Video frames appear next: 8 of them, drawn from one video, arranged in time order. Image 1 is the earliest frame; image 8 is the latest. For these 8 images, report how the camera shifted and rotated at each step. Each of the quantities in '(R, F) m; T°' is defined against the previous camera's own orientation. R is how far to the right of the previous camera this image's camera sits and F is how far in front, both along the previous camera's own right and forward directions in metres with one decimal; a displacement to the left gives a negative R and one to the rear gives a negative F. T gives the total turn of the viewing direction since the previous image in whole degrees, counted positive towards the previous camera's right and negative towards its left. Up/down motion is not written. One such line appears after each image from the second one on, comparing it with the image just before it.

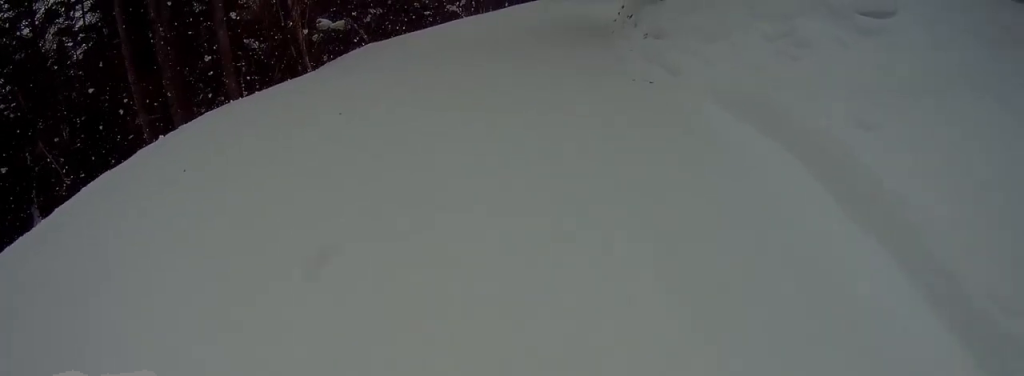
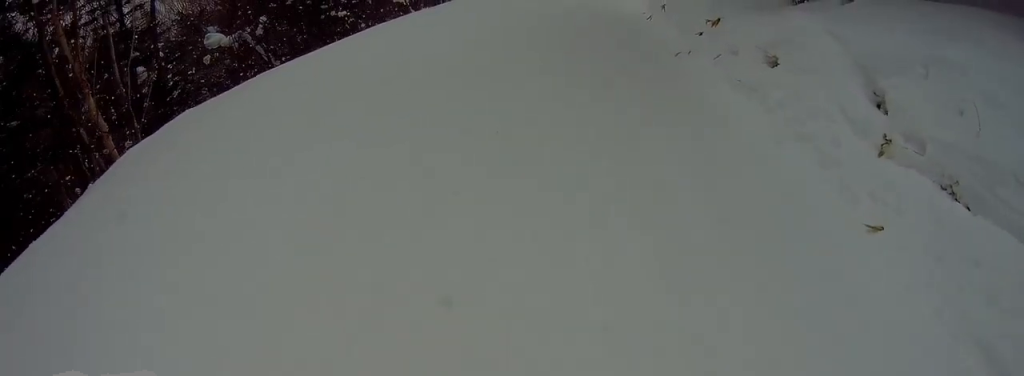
(-1.4, +12.6) m; -7°
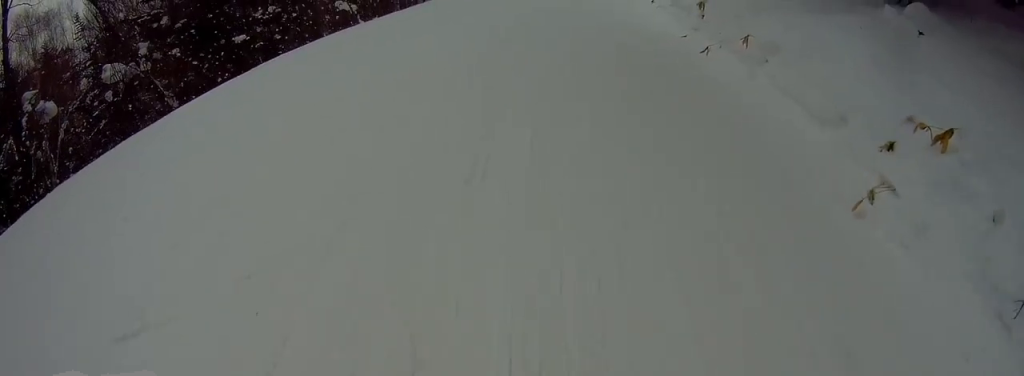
(-0.6, +7.1) m; 0°
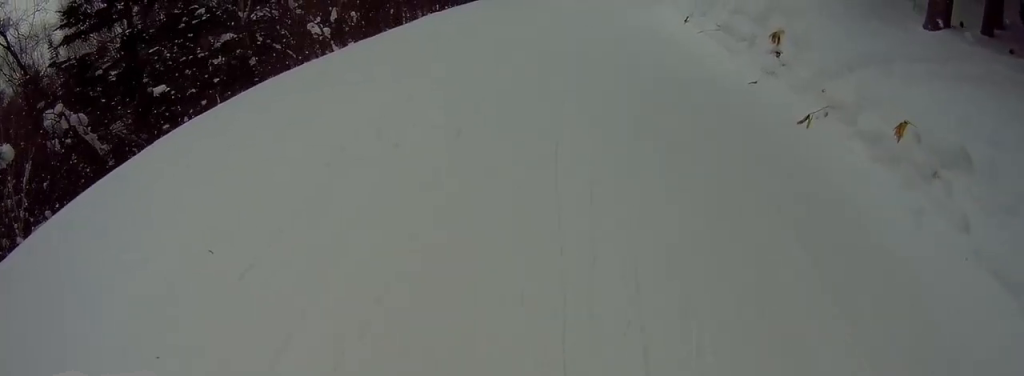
(+0.2, +3.9) m; +7°
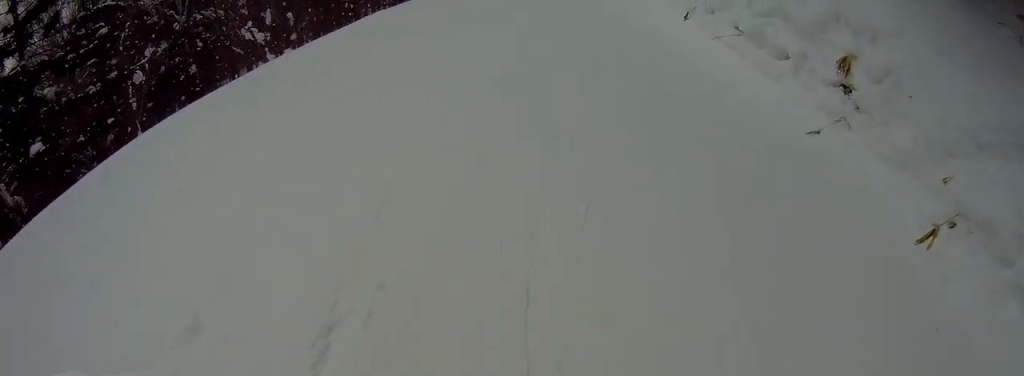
(+0.1, +3.0) m; +7°
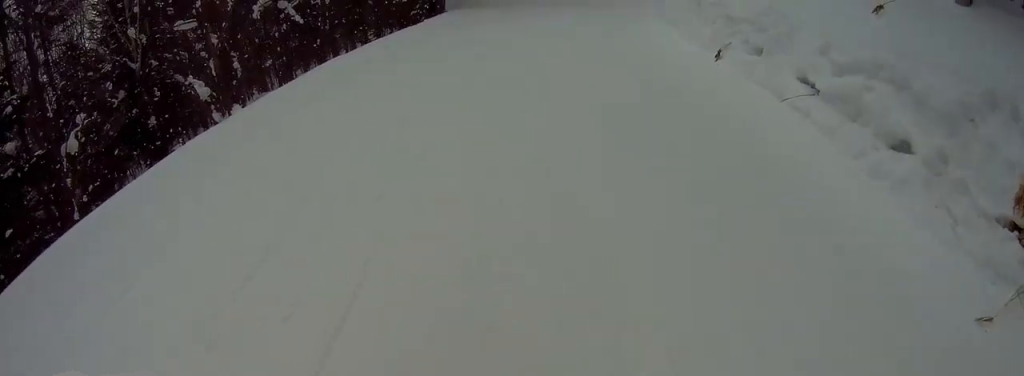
(+0.3, +2.9) m; 0°
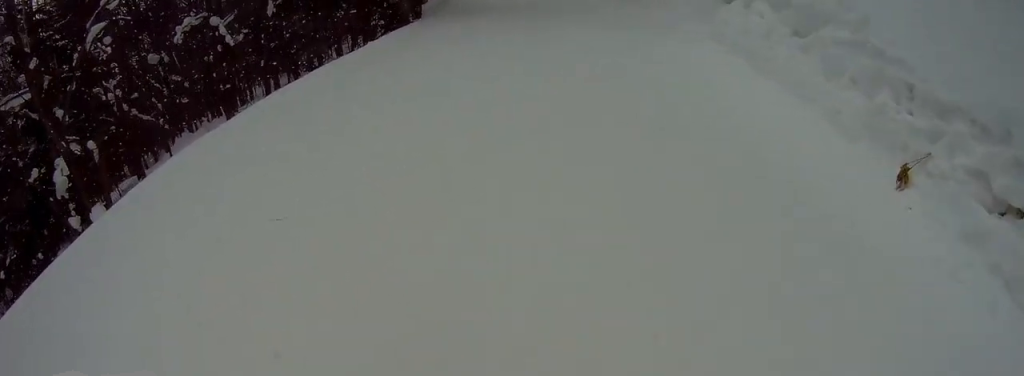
(+0.2, +5.4) m; -7°
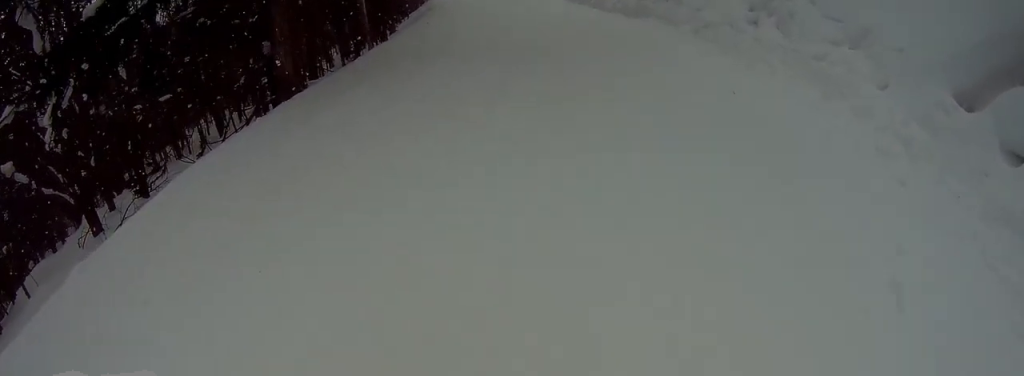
(-1.0, +8.6) m; +9°
